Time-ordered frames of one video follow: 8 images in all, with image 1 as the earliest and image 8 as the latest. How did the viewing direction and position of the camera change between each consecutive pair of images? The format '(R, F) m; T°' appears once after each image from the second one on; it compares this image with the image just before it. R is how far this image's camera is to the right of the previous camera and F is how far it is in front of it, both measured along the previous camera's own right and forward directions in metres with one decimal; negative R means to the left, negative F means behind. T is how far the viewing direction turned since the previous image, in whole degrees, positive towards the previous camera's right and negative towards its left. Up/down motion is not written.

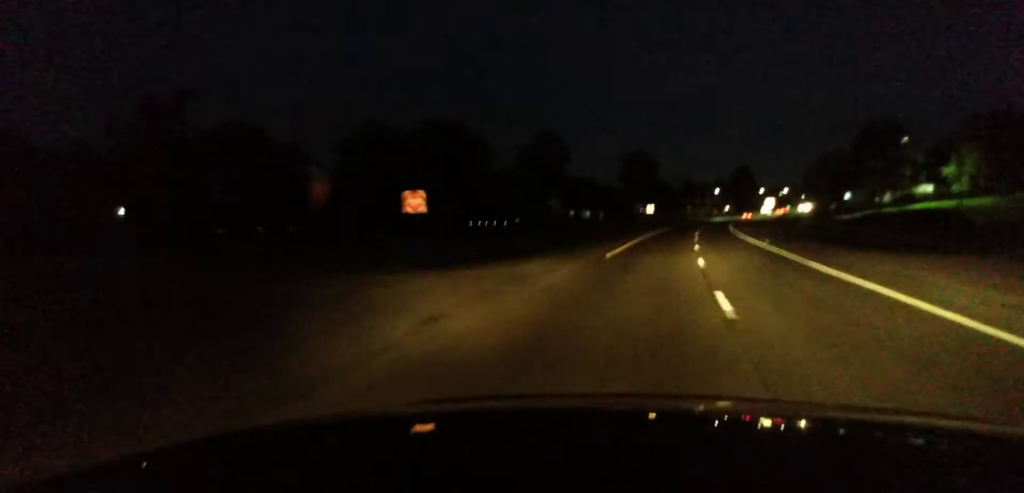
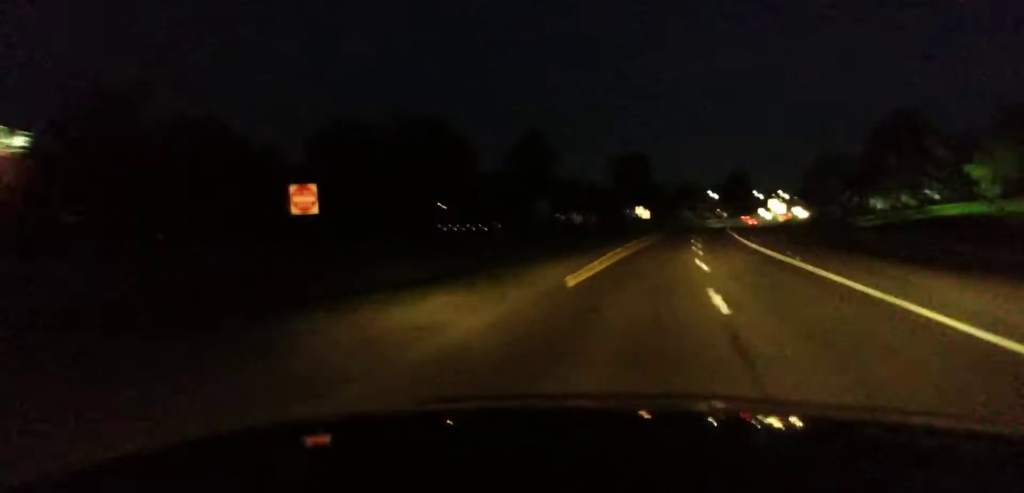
(+0.1, +10.4) m; +1°
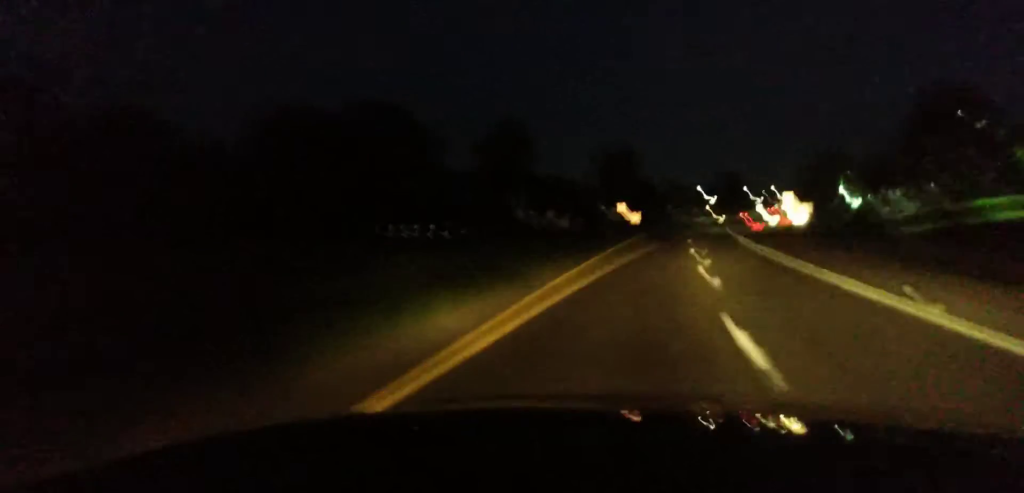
(+0.1, +17.5) m; +1°
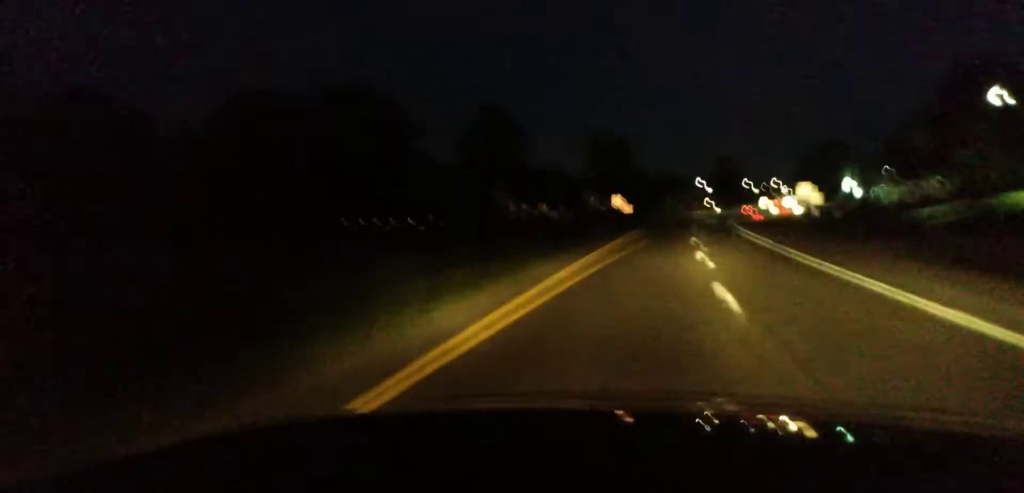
(0.0, +7.8) m; 0°
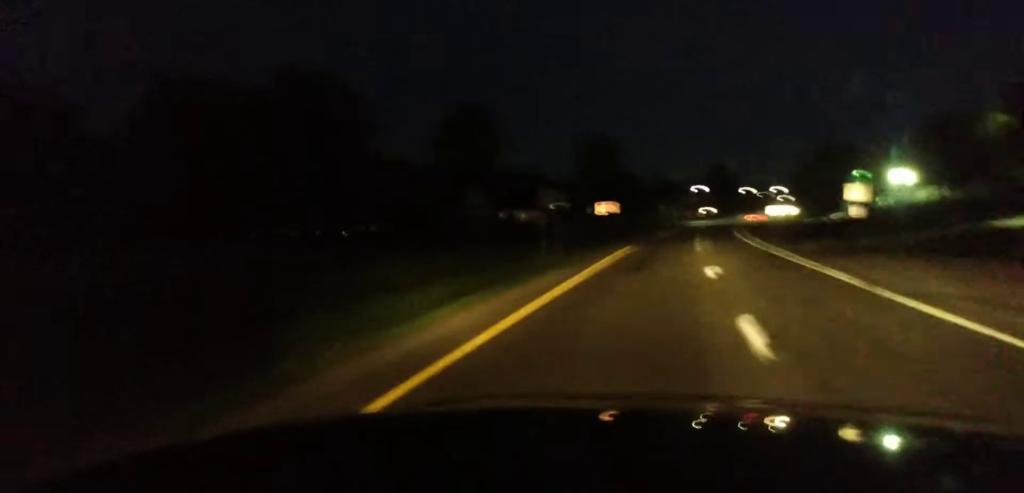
(0.0, +15.5) m; 0°
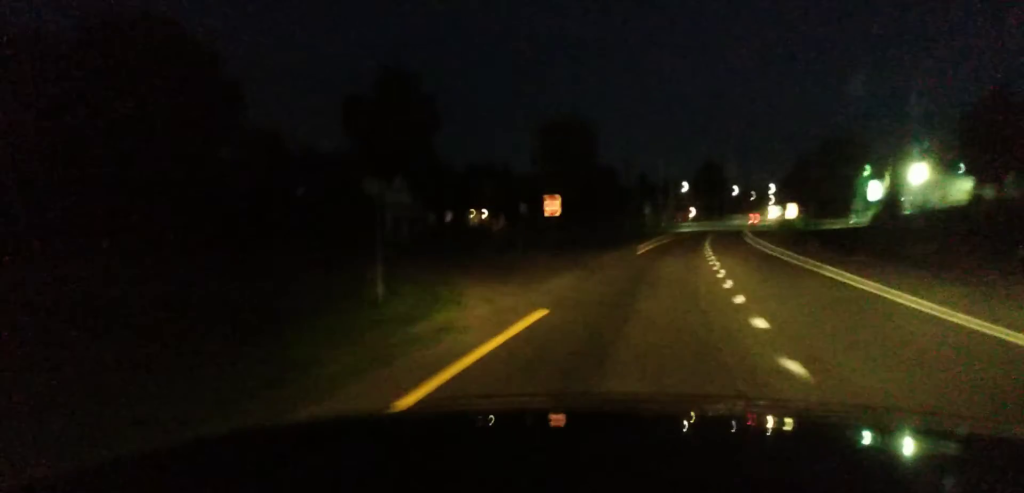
(-0.1, +28.7) m; 0°
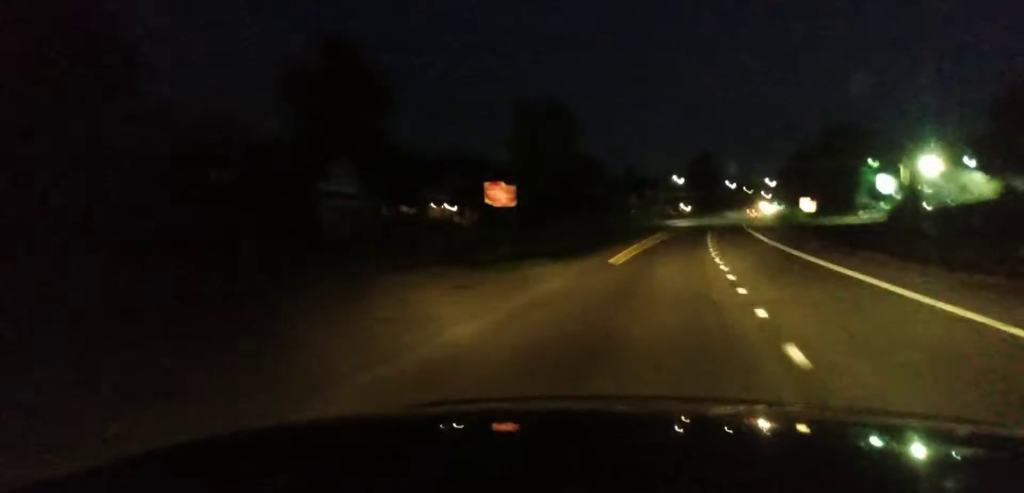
(+0.1, +15.0) m; +2°
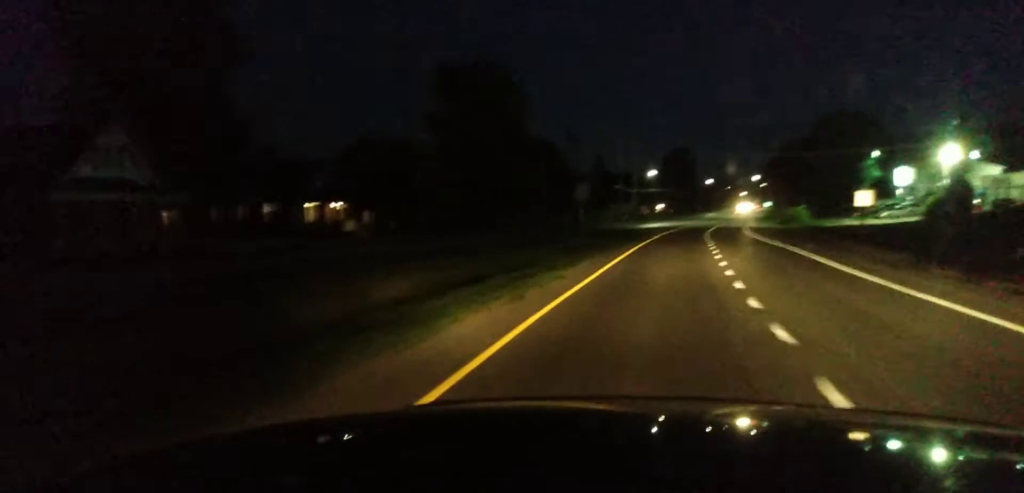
(+0.7, +27.7) m; +2°
